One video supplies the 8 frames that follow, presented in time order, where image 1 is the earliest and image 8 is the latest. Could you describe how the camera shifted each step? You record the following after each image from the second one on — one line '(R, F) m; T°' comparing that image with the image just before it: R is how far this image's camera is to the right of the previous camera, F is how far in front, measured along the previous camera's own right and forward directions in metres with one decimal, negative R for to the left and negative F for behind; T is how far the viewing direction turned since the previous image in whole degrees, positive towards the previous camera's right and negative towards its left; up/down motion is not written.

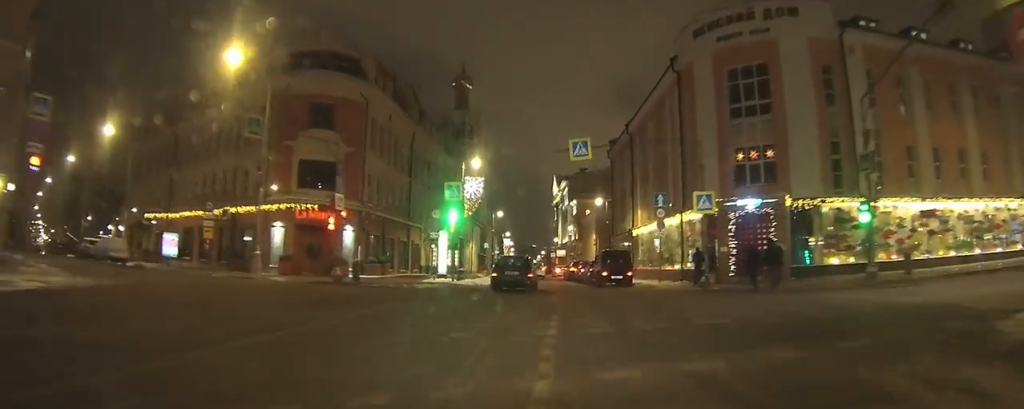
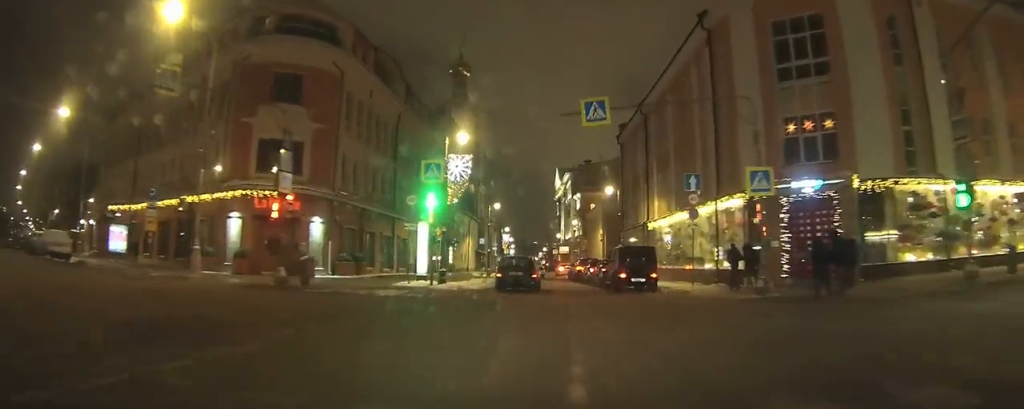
(0.0, +6.4) m; -1°
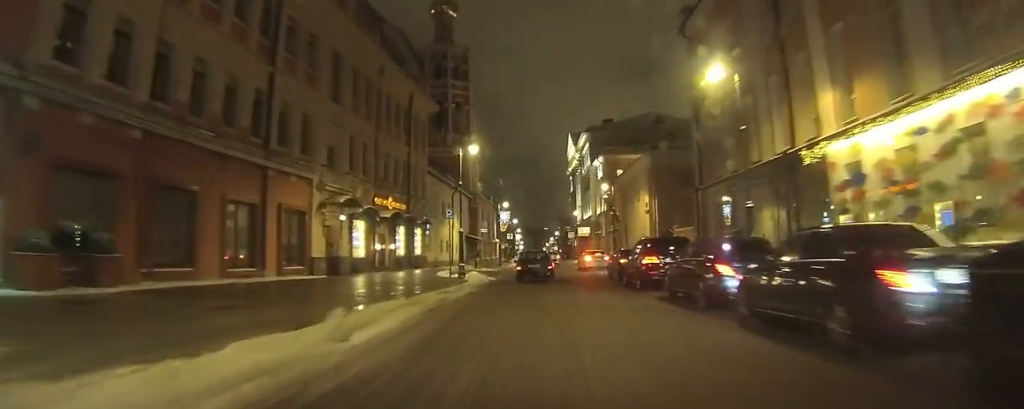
(-0.4, +24.7) m; -1°
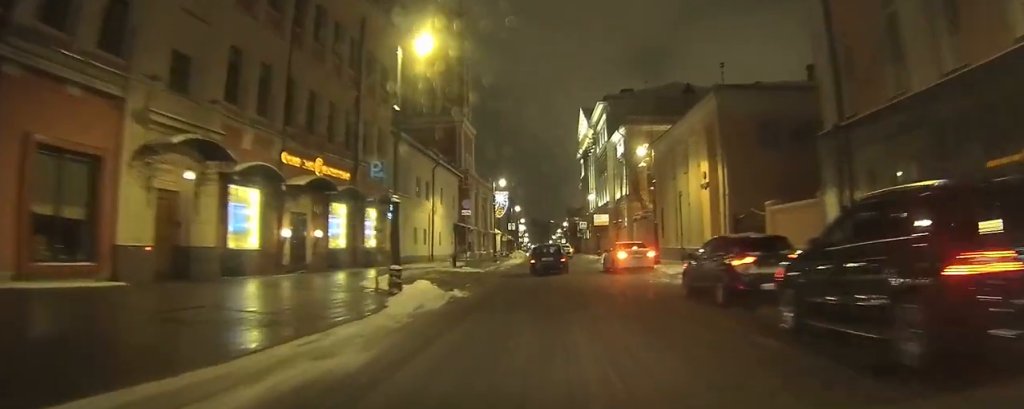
(-0.3, +14.1) m; -3°
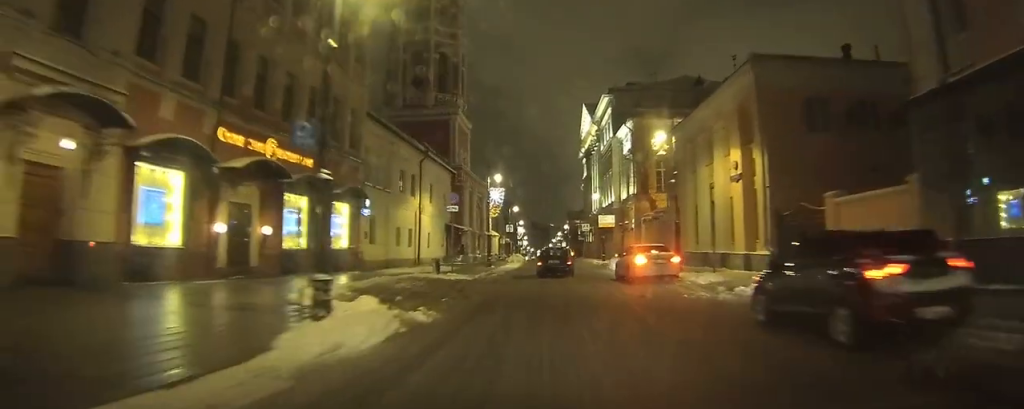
(-0.1, +4.7) m; -1°
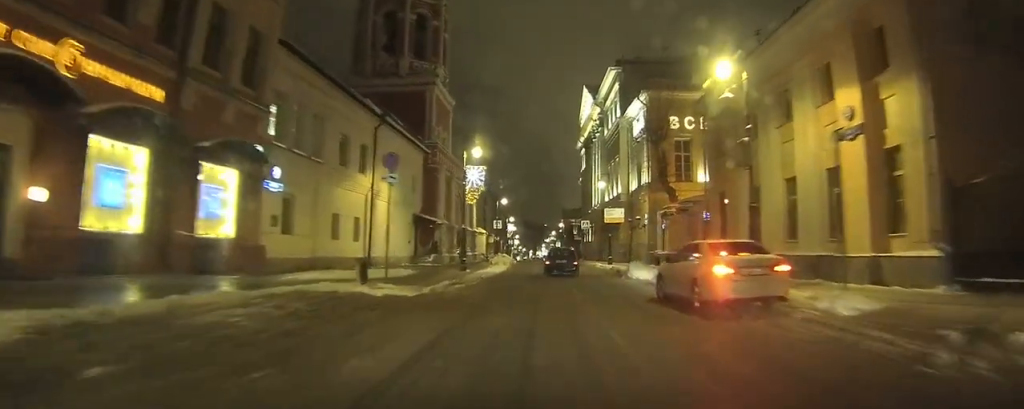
(0.0, +9.4) m; +3°
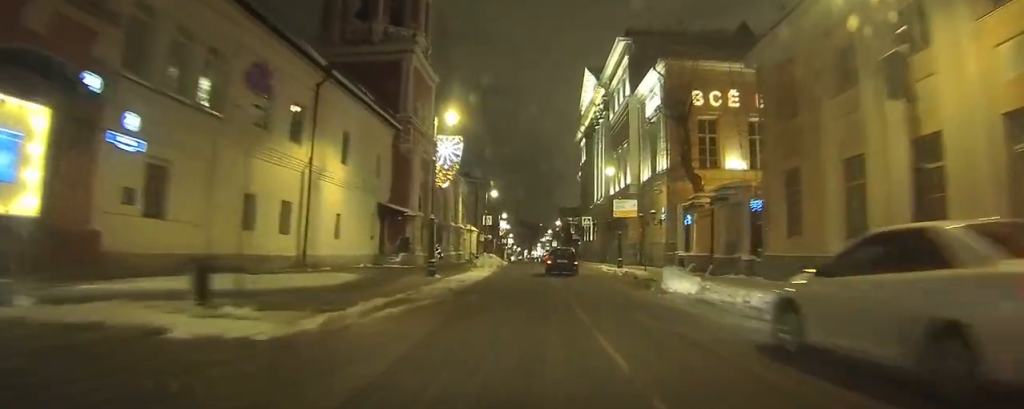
(+0.4, +6.6) m; +4°
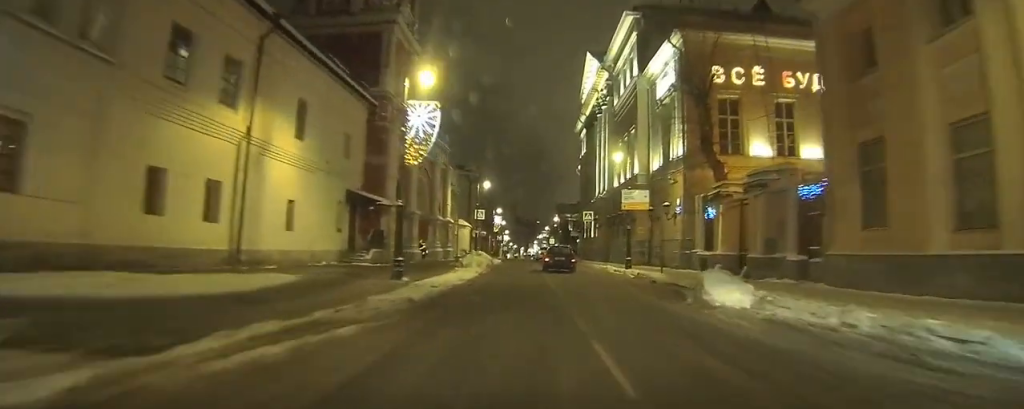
(+0.1, +3.9) m; +2°
